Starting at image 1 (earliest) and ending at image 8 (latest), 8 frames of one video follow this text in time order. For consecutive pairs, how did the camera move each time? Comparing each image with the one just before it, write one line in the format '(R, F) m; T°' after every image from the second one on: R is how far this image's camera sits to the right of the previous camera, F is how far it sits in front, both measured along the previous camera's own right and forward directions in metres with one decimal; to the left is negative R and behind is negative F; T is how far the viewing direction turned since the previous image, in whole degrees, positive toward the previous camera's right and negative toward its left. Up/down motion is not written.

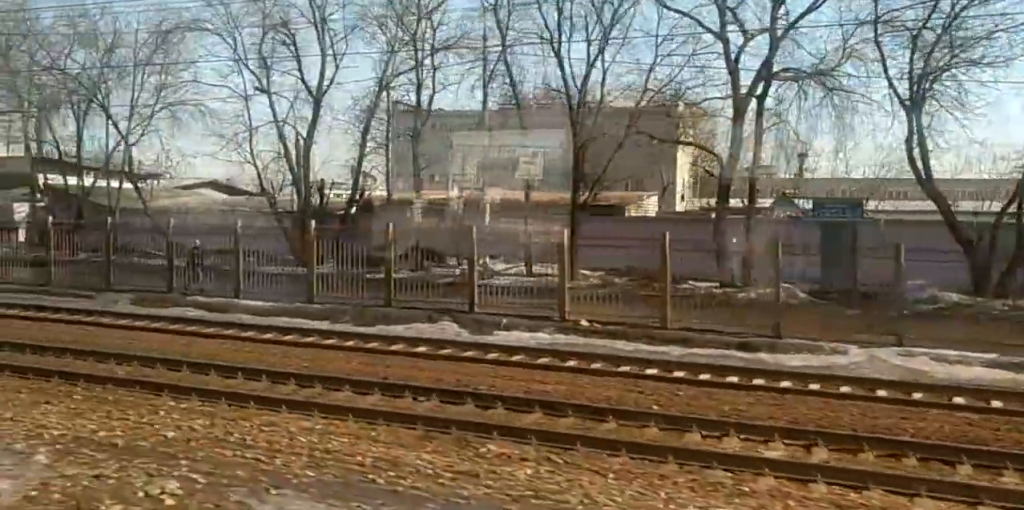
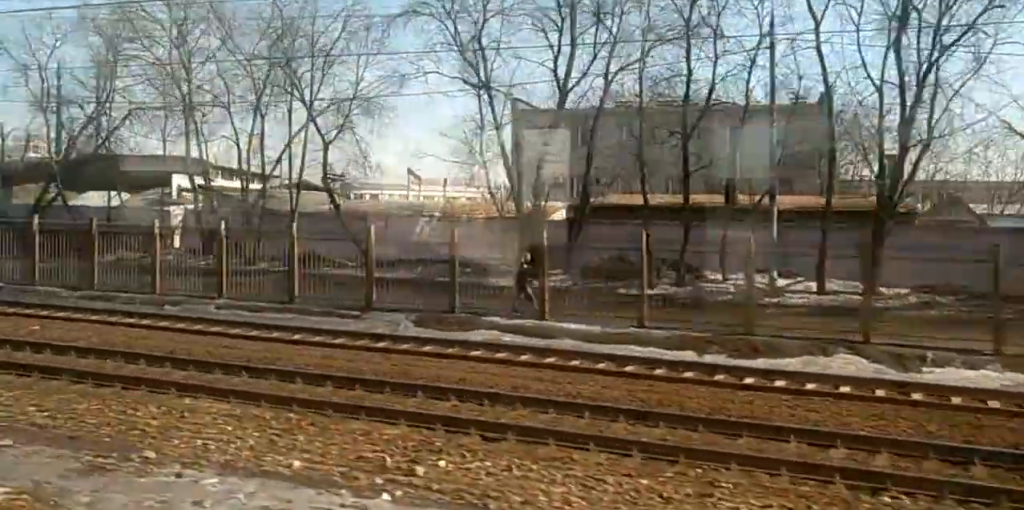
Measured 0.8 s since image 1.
(0.0, +10.3) m; 0°
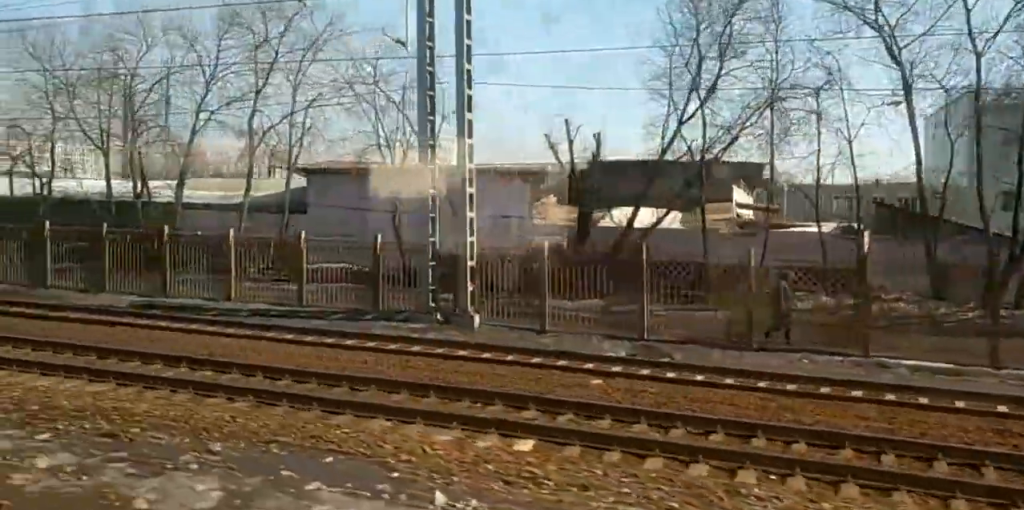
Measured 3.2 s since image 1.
(-0.4, +29.2) m; -2°
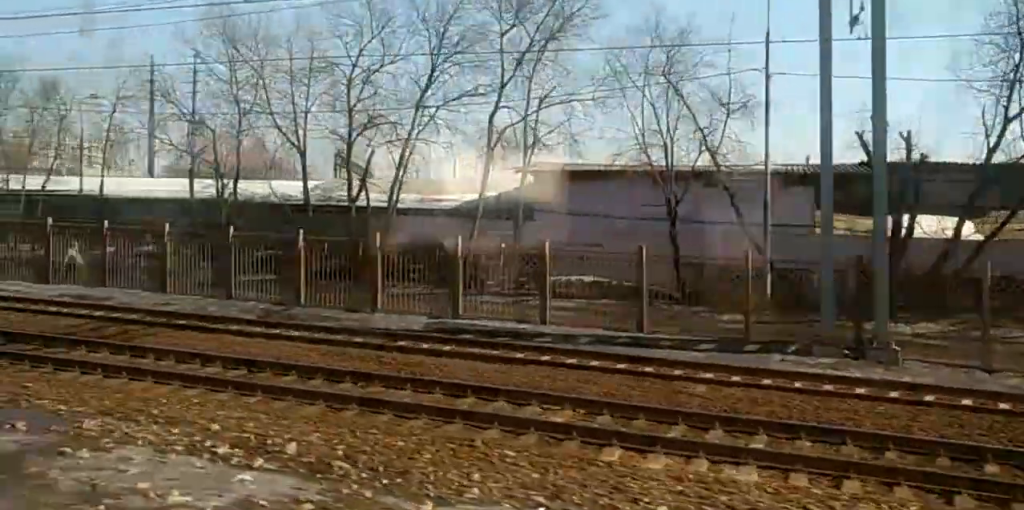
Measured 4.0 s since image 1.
(-0.1, +10.4) m; +1°
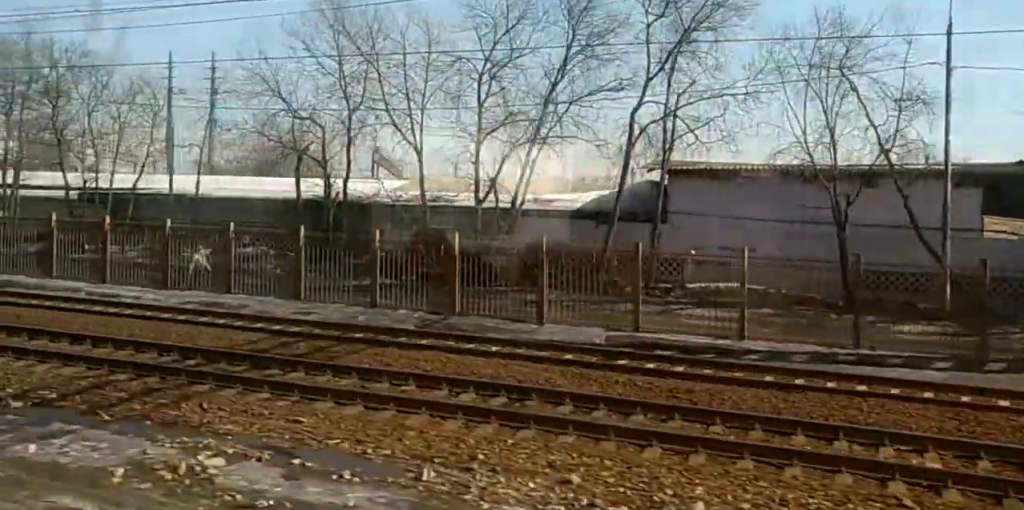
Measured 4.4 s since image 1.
(0.0, +5.8) m; 0°
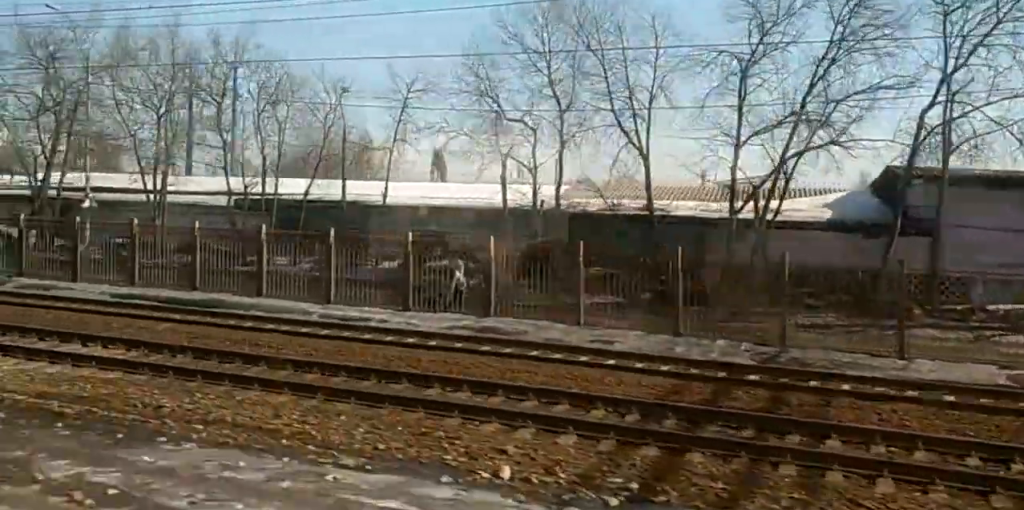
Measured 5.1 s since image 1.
(+0.2, +8.6) m; -1°
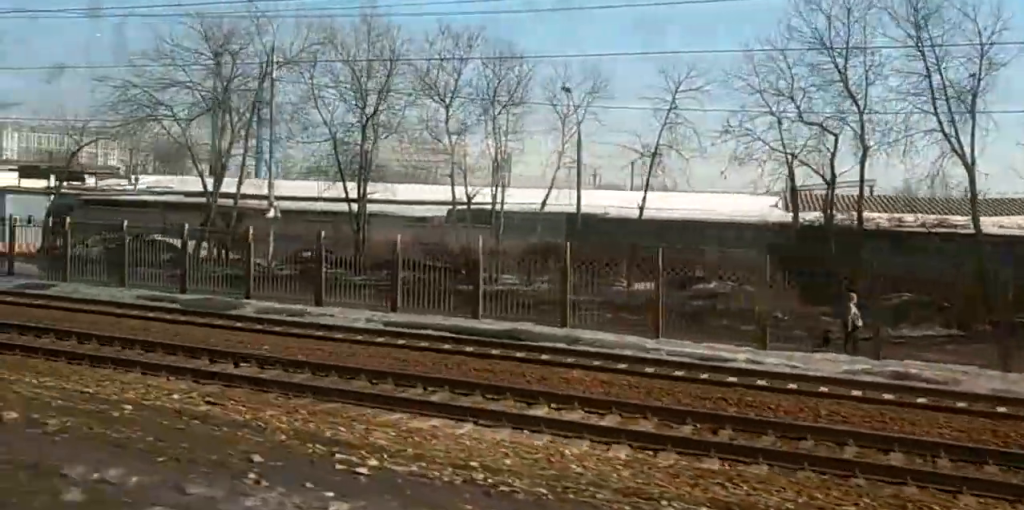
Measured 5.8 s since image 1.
(-0.3, +10.0) m; -1°
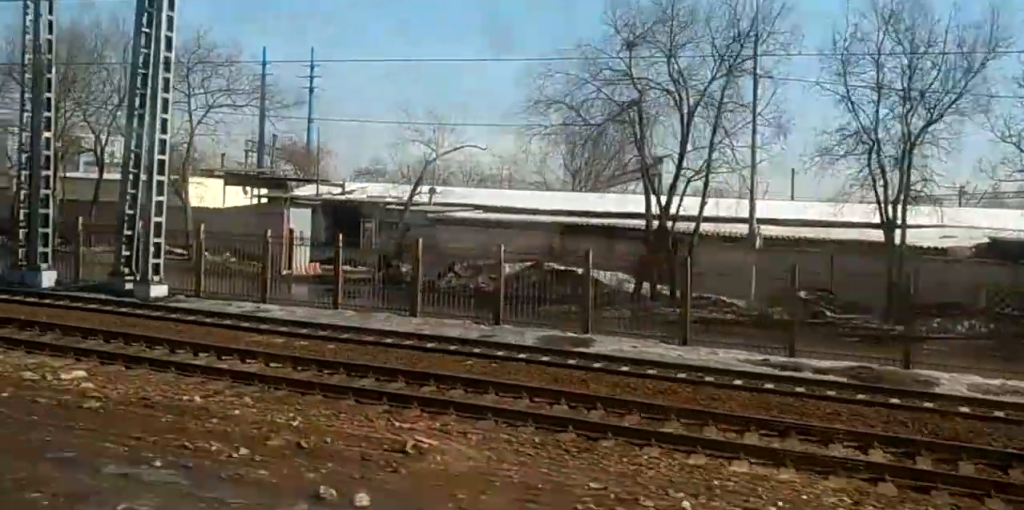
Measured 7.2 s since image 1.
(-0.1, +20.3) m; +1°
